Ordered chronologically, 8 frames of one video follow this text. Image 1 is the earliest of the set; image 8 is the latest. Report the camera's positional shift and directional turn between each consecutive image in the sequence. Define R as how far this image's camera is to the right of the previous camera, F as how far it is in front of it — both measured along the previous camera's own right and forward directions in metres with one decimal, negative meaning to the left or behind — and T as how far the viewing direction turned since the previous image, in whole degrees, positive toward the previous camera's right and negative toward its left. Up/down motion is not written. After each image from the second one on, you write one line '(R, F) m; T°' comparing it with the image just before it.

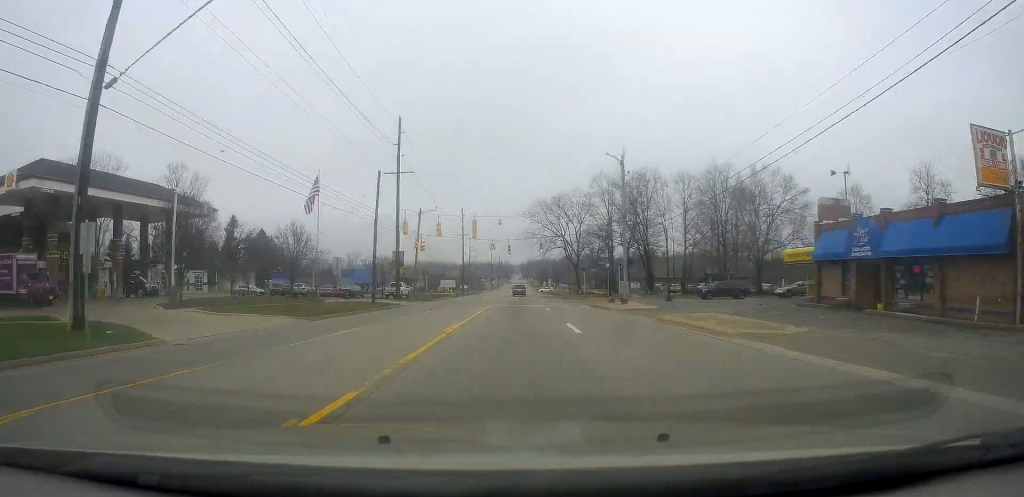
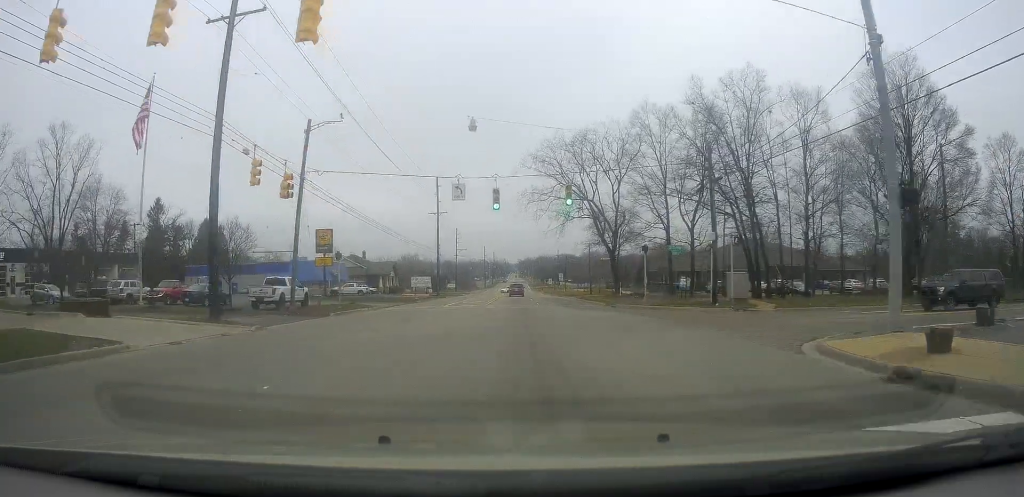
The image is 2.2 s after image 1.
(+0.2, +37.3) m; +3°
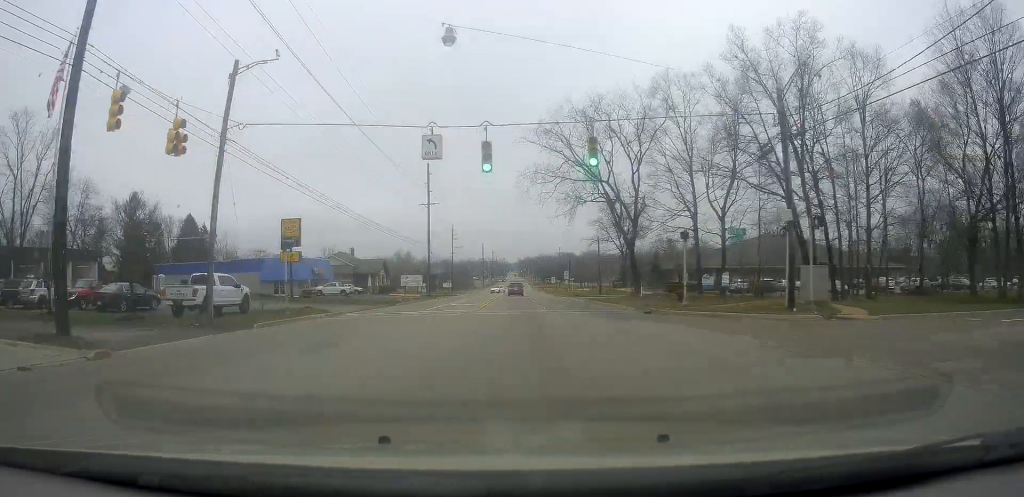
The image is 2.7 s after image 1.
(0.0, +9.7) m; -1°
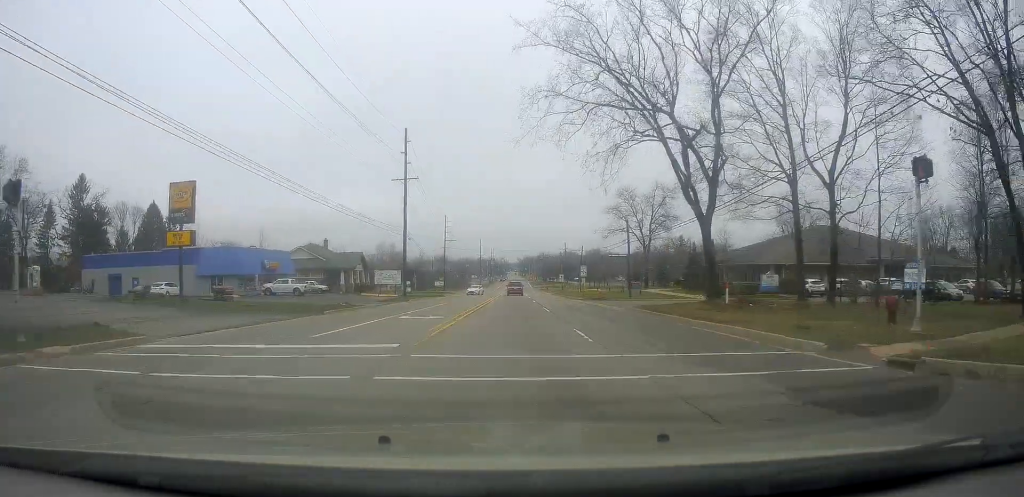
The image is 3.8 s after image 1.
(-0.3, +19.4) m; 0°
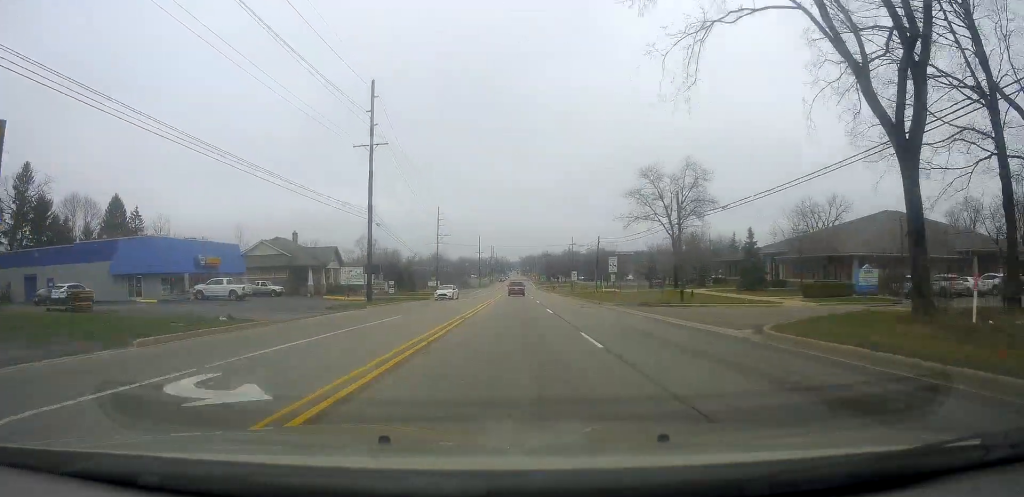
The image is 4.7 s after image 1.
(+0.1, +16.8) m; -1°
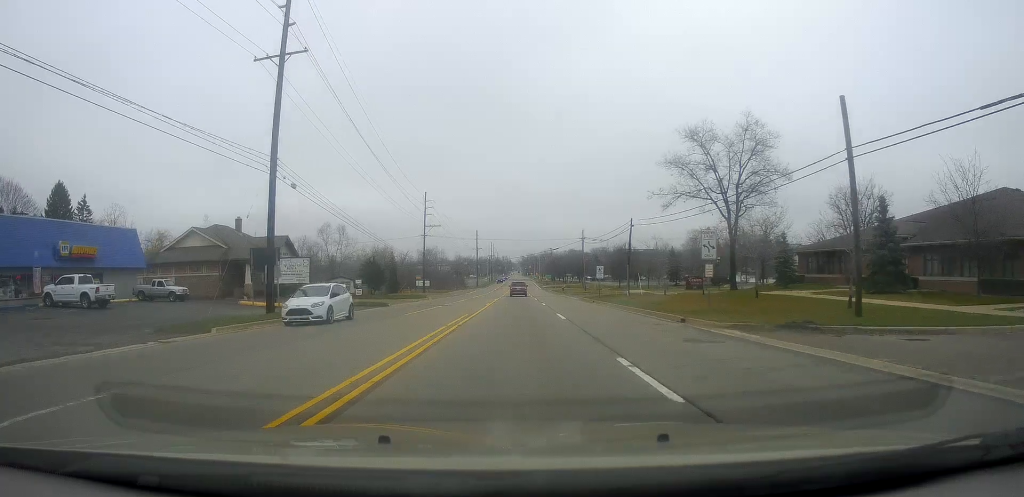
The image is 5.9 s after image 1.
(-0.5, +20.8) m; -1°
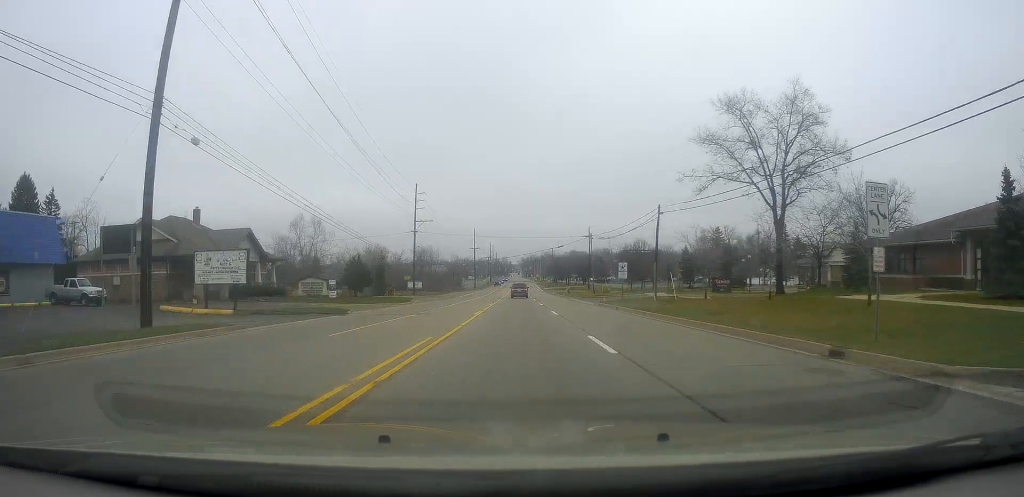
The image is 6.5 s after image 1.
(+0.1, +10.8) m; 0°
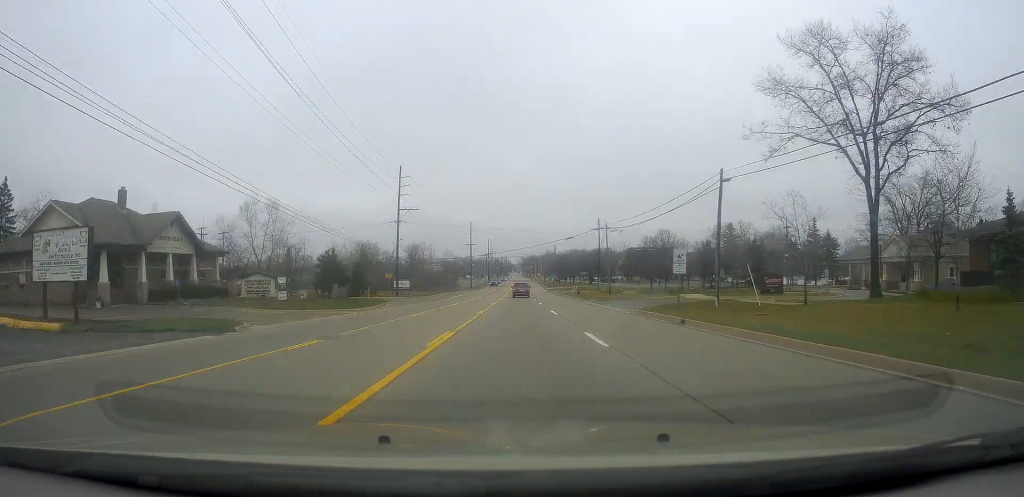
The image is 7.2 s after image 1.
(+0.4, +13.9) m; 0°
